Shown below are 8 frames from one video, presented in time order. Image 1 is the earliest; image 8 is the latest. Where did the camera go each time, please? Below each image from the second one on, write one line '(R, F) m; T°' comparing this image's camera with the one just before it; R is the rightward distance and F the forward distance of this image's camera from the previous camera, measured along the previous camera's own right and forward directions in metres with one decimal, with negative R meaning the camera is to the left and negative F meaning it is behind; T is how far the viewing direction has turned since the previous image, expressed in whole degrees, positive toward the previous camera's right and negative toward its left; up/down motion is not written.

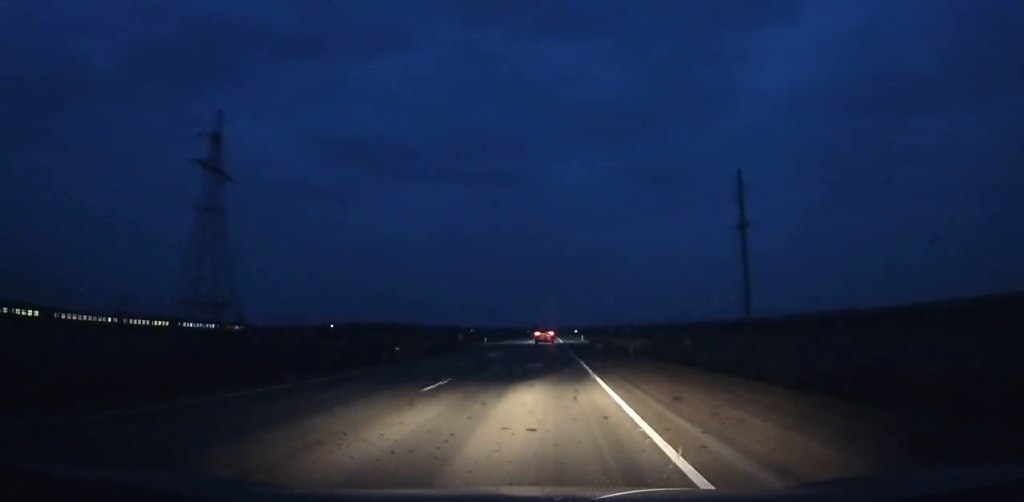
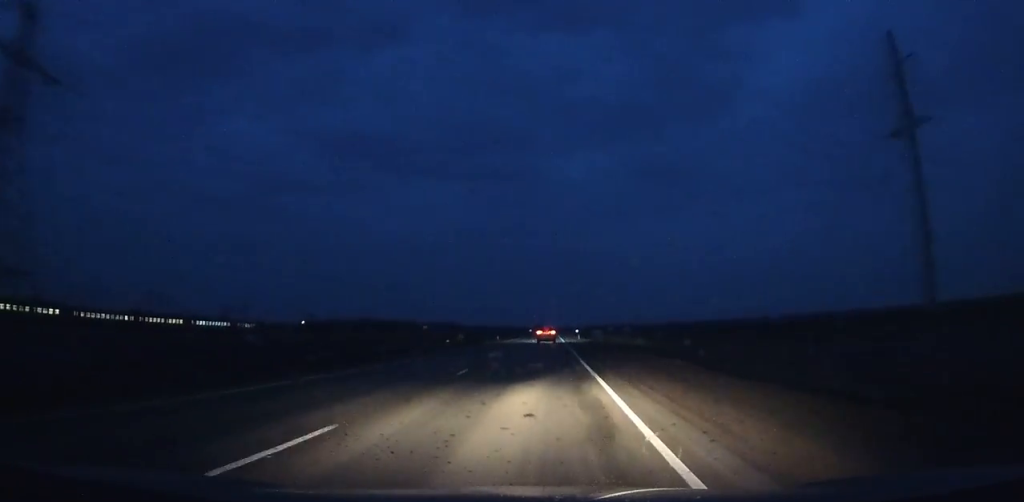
(0.0, +32.7) m; 0°
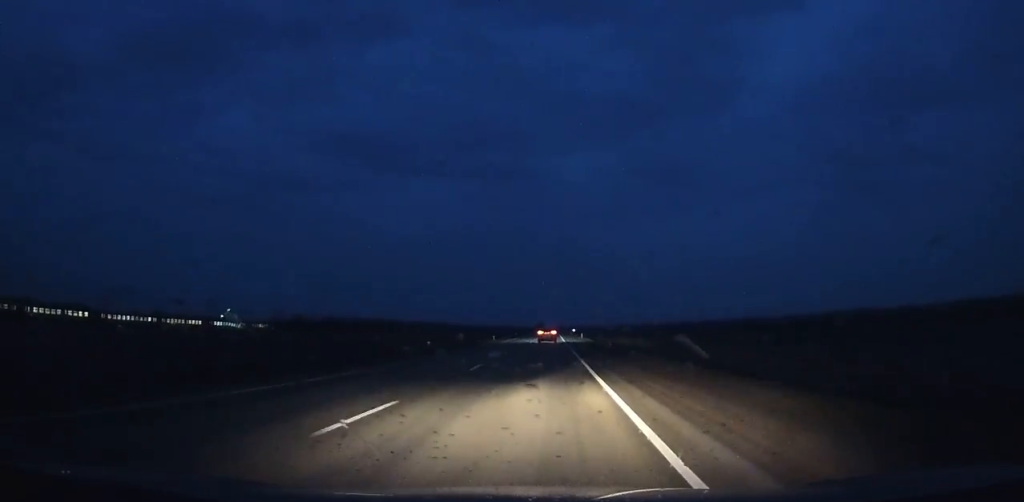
(-0.2, +57.4) m; 0°
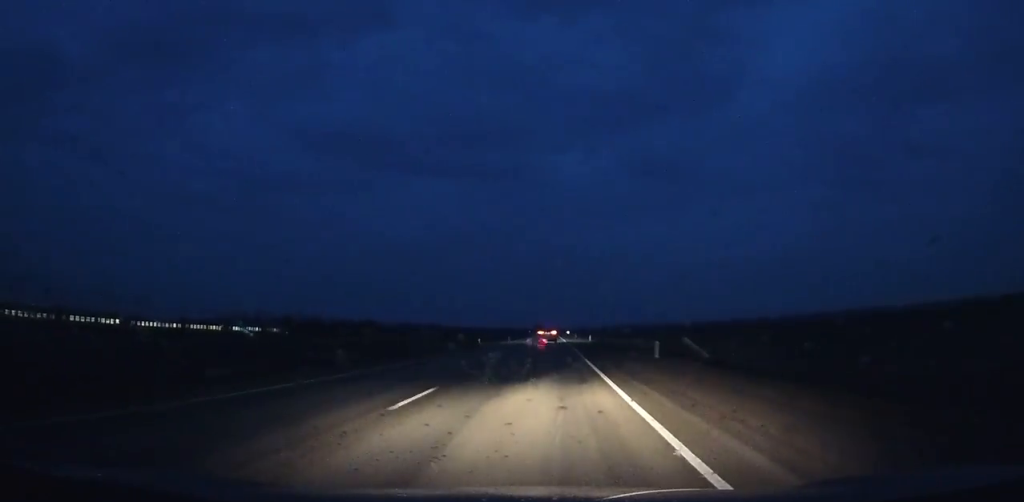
(0.0, +69.0) m; 0°
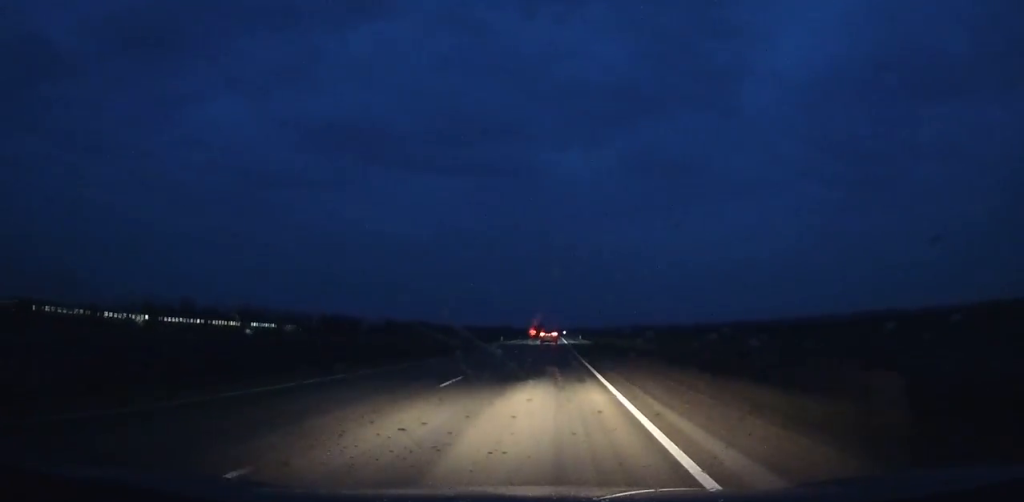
(0.0, +69.6) m; 0°
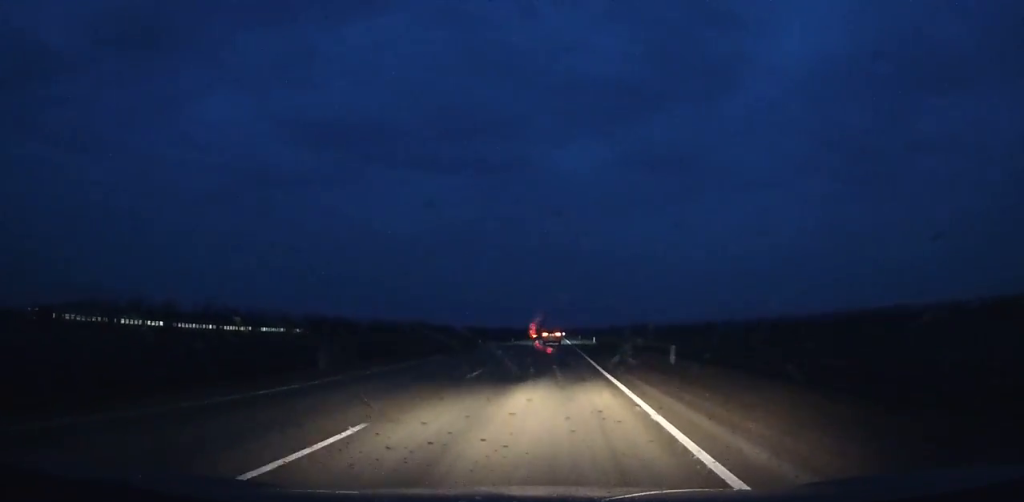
(0.0, +33.6) m; 0°
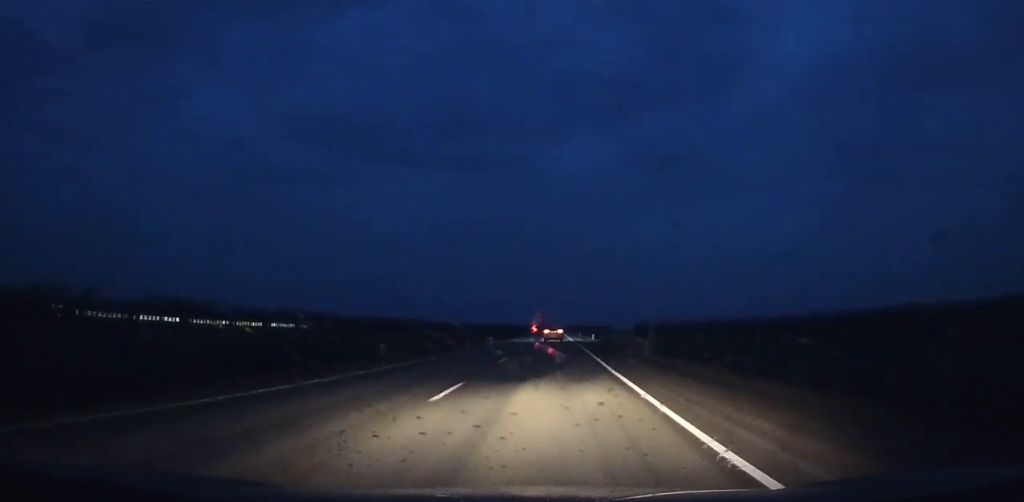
(-0.1, +41.6) m; 0°
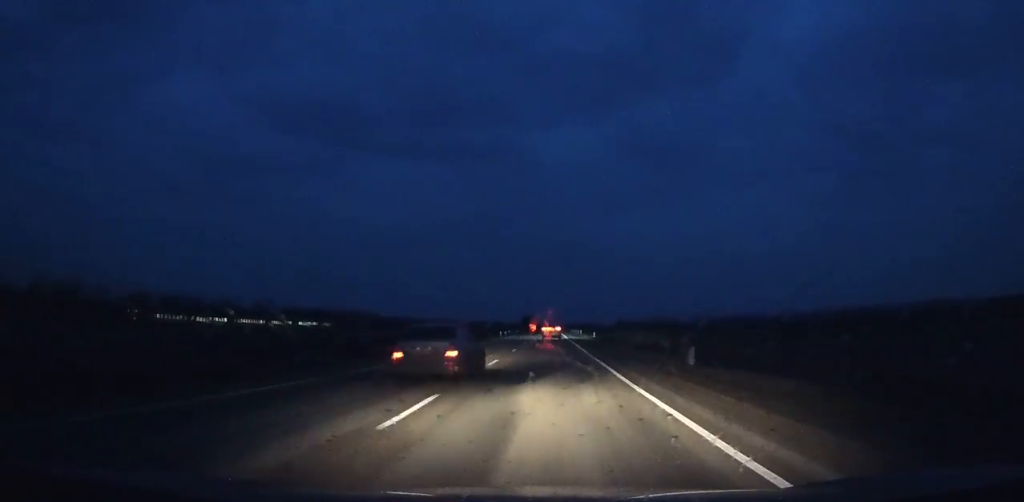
(-0.1, +155.7) m; 0°
